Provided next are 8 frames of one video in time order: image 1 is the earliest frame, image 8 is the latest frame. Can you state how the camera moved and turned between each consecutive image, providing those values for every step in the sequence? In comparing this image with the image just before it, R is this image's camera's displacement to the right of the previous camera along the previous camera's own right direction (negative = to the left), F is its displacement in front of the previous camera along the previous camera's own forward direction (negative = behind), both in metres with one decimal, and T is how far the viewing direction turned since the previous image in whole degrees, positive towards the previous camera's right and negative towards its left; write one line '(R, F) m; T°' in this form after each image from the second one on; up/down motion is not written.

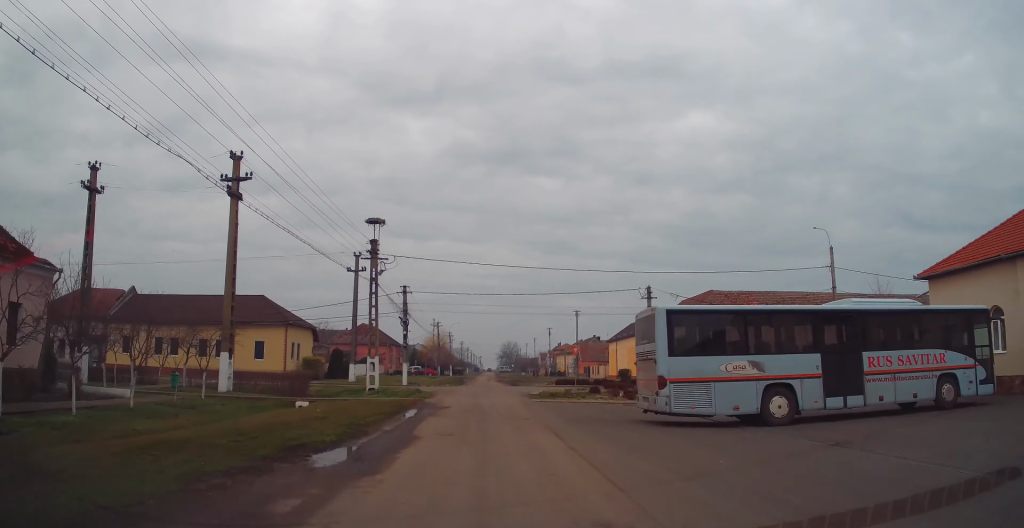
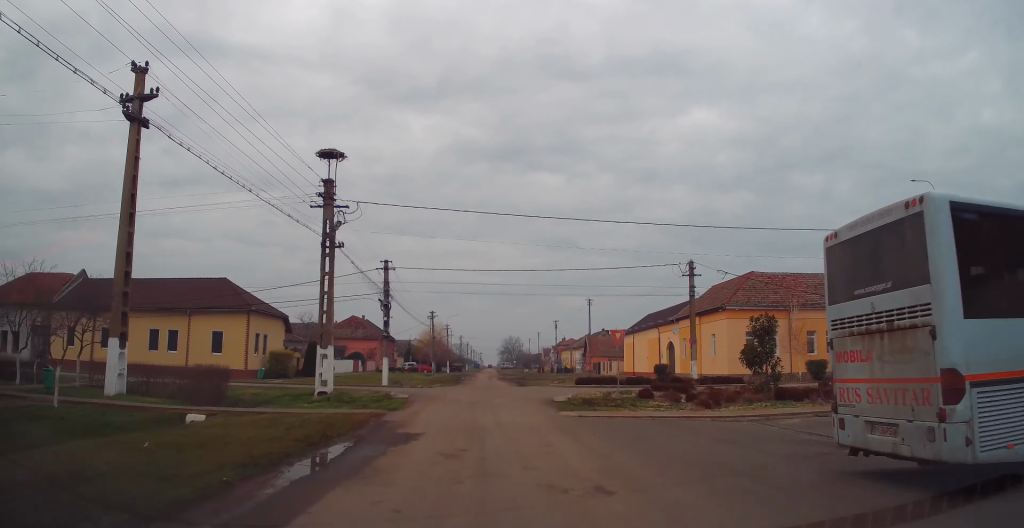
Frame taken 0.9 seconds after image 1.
(+0.2, +10.8) m; +1°
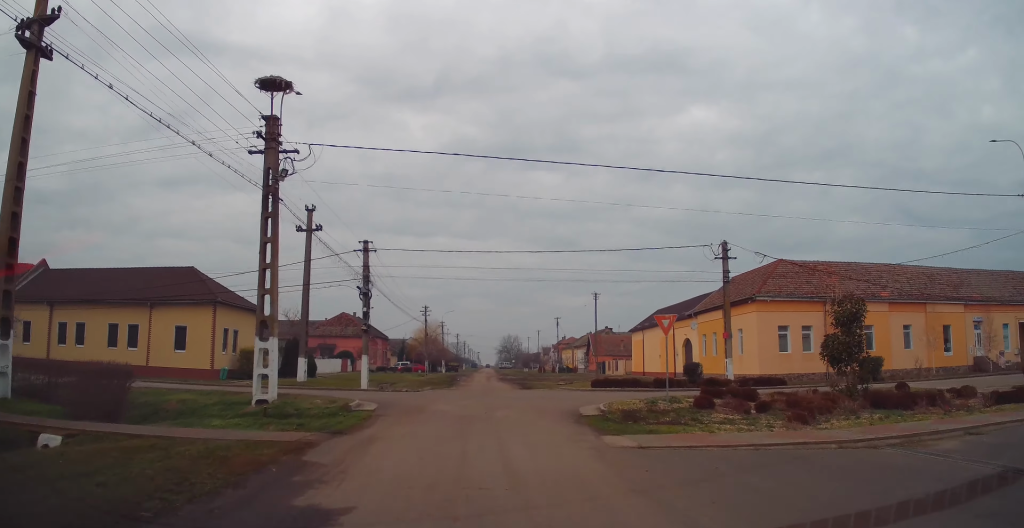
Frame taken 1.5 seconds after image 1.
(+0.1, +6.6) m; -1°
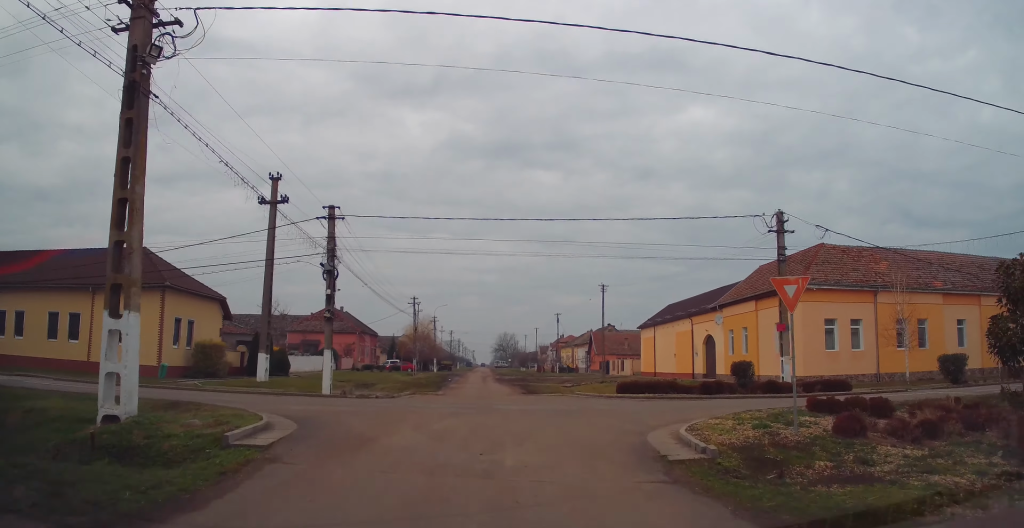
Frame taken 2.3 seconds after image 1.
(-0.3, +7.8) m; 0°
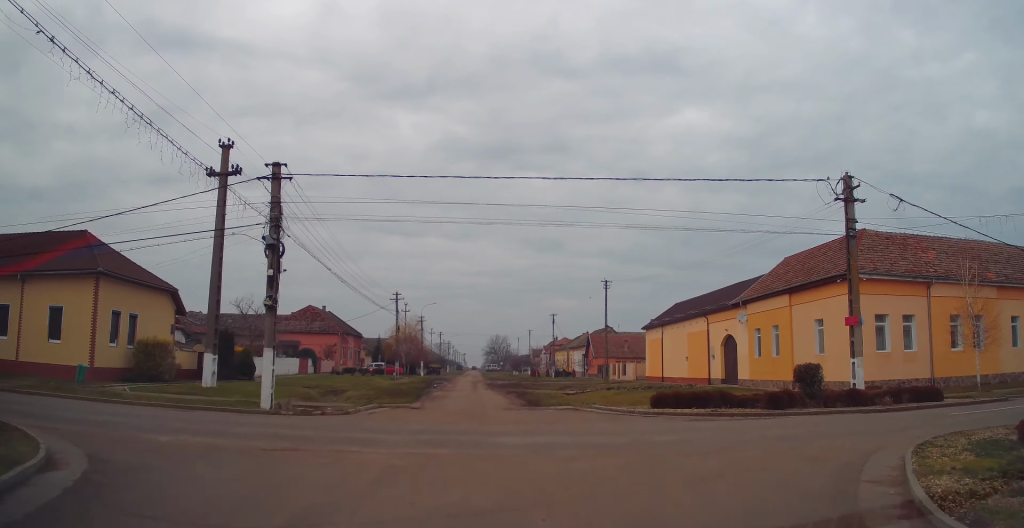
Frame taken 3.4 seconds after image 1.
(+0.3, +8.0) m; +4°
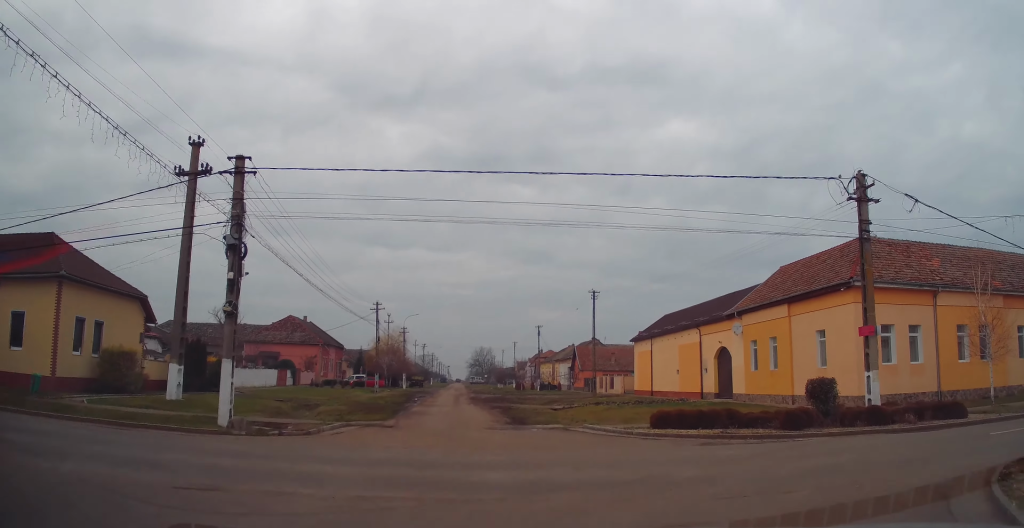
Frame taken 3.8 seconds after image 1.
(+0.1, +2.6) m; +2°
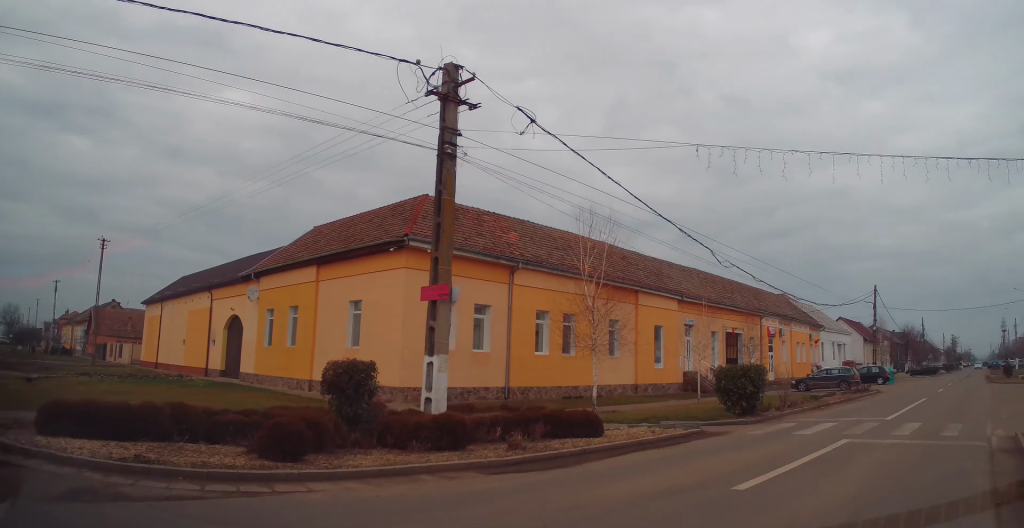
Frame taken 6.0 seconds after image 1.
(+2.2, +9.4) m; +43°
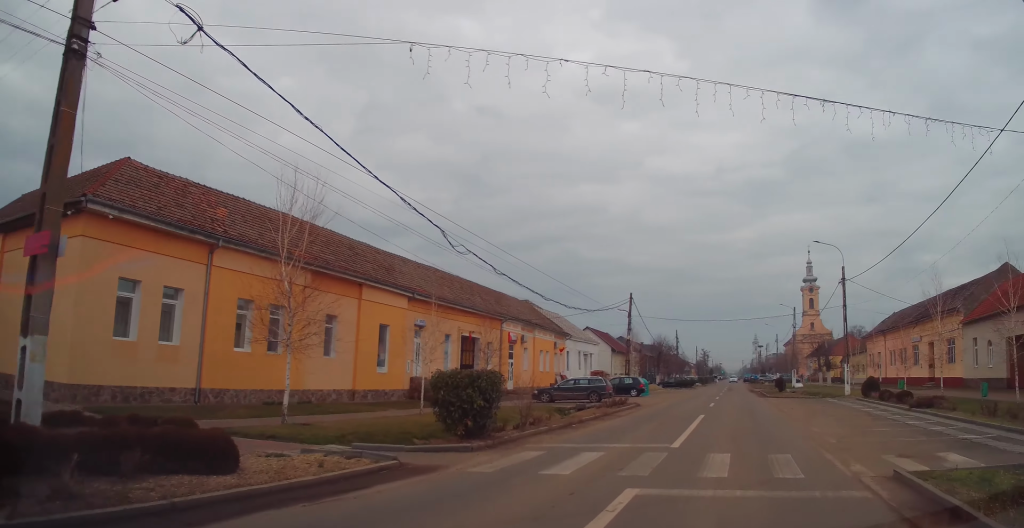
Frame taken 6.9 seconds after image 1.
(+1.0, +3.9) m; +21°
